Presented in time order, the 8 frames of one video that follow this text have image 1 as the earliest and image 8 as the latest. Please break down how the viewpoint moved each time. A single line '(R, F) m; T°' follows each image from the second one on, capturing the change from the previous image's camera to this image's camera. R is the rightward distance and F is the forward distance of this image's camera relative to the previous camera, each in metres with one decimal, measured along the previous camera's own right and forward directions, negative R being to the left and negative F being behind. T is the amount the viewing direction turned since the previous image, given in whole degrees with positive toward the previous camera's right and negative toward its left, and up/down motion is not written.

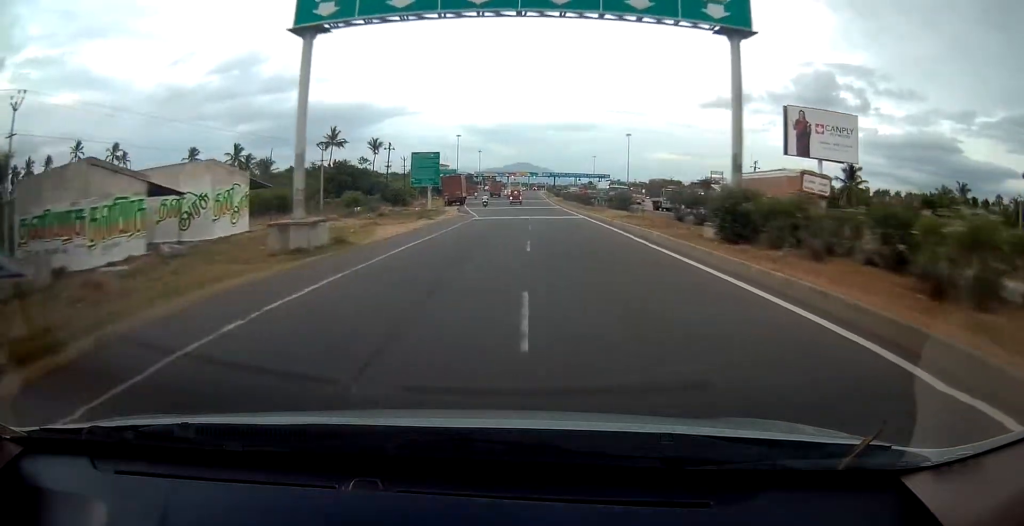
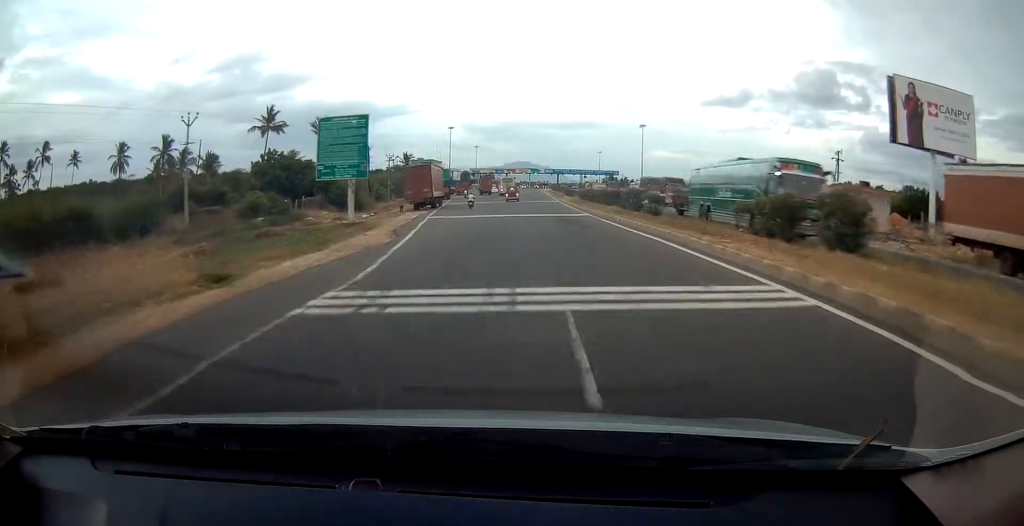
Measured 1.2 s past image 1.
(-0.1, +27.9) m; 0°
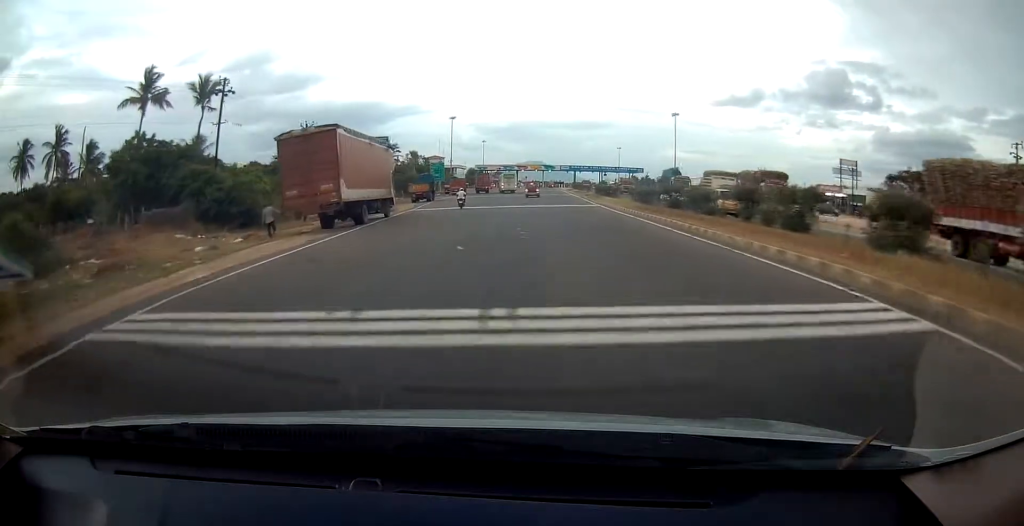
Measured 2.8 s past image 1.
(-0.2, +32.2) m; -1°
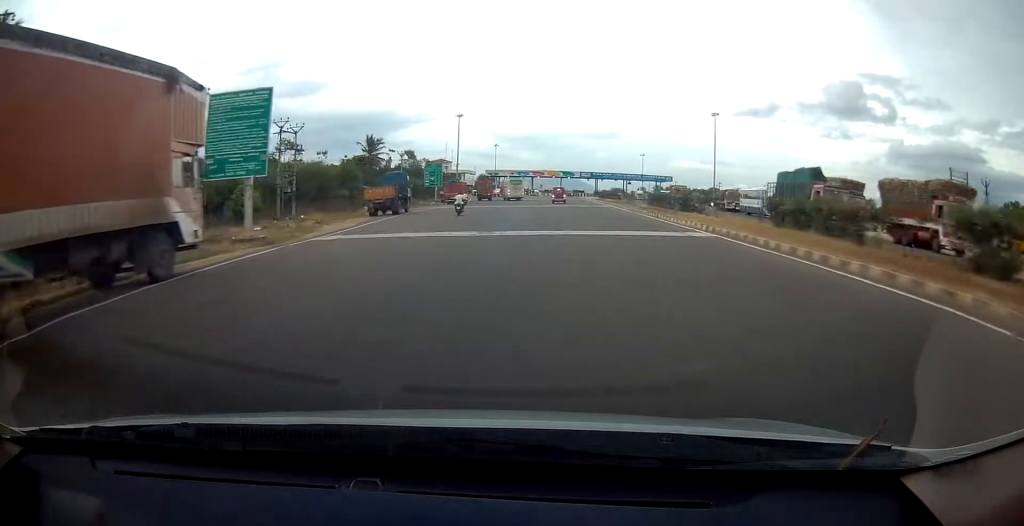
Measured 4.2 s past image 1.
(-0.4, +25.8) m; -1°
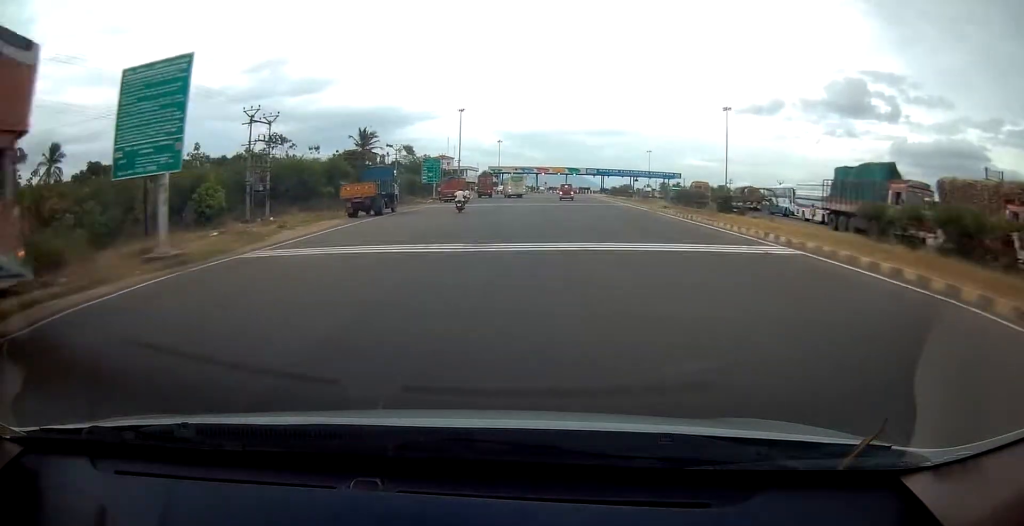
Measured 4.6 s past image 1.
(+0.1, +6.7) m; 0°
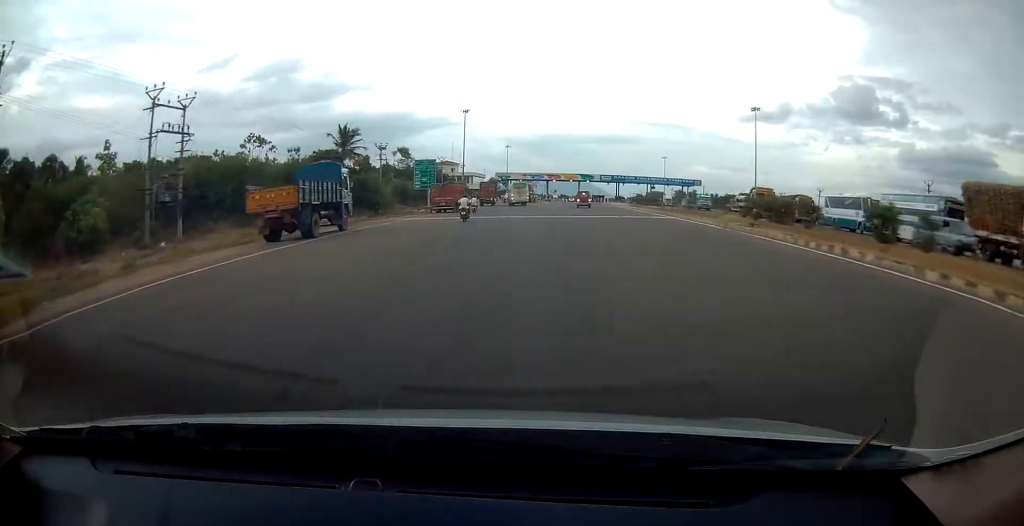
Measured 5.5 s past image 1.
(0.0, +14.8) m; 0°
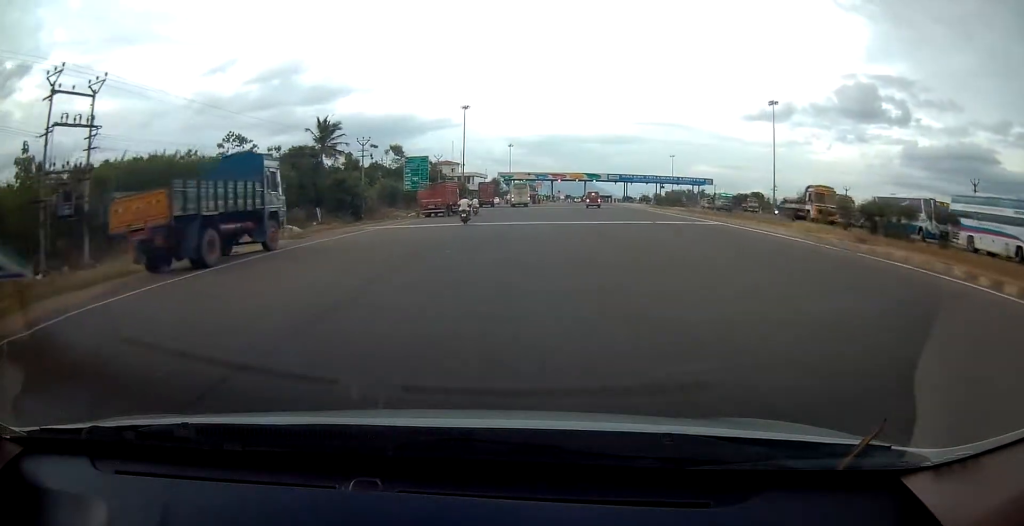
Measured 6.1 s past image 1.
(-0.1, +9.4) m; 0°
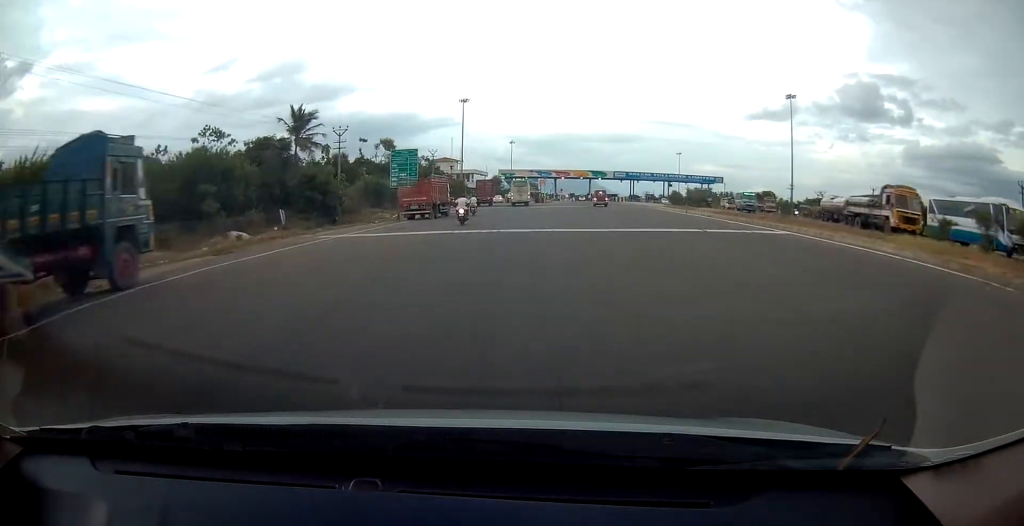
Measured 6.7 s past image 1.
(+0.1, +8.5) m; 0°
